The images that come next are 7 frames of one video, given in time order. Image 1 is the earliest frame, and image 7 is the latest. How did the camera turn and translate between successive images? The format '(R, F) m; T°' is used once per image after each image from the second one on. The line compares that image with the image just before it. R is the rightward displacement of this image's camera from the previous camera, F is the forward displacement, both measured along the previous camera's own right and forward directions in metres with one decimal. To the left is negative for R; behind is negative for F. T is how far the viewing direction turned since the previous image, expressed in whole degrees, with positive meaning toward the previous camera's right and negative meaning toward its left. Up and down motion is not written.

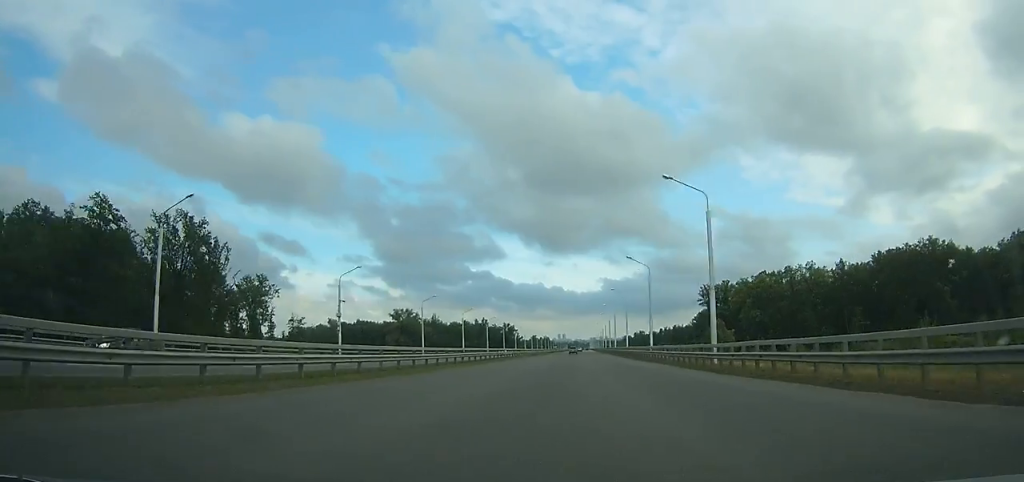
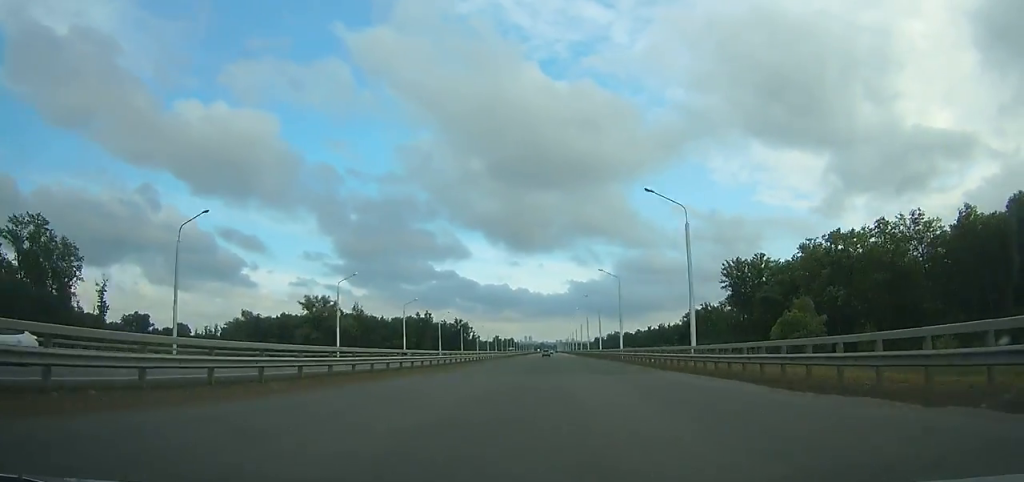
(+1.9, +65.6) m; +2°
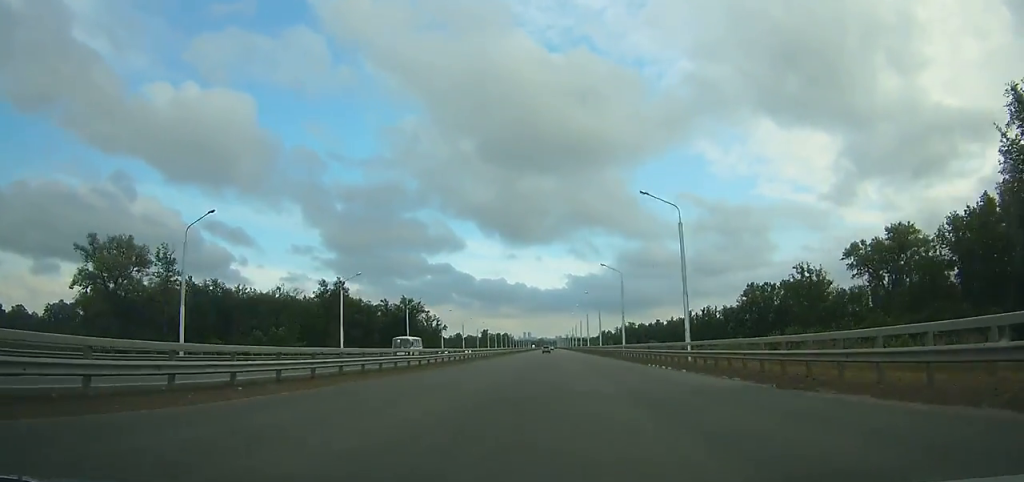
(+1.8, +104.0) m; +1°
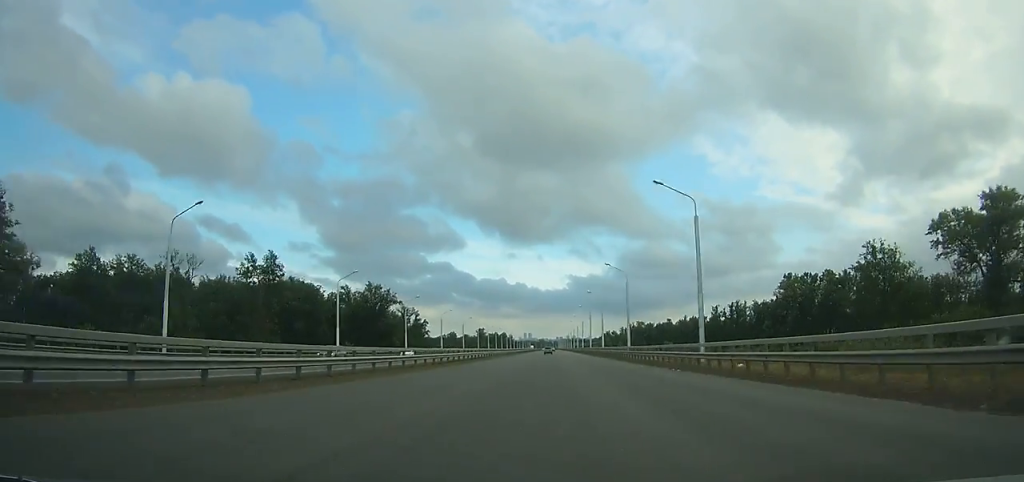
(0.0, +37.7) m; 0°
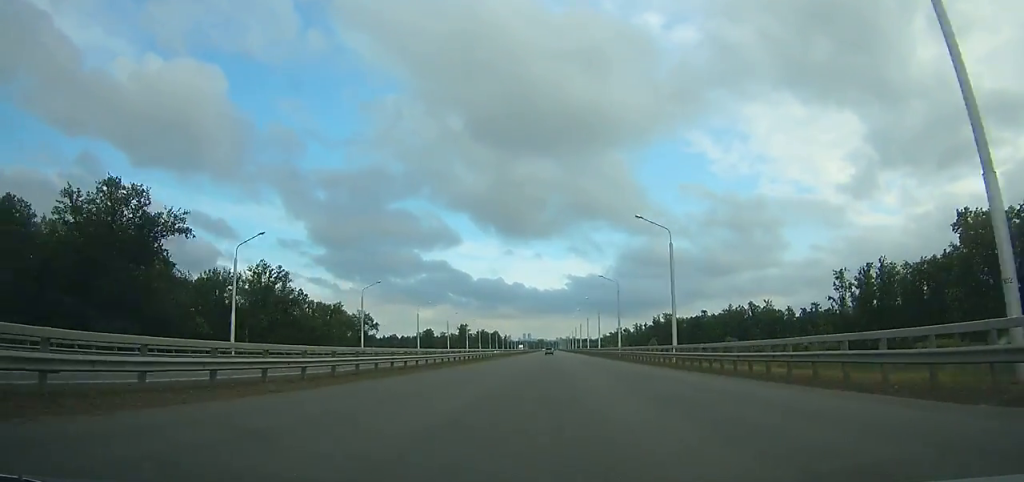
(-0.3, +94.9) m; 0°
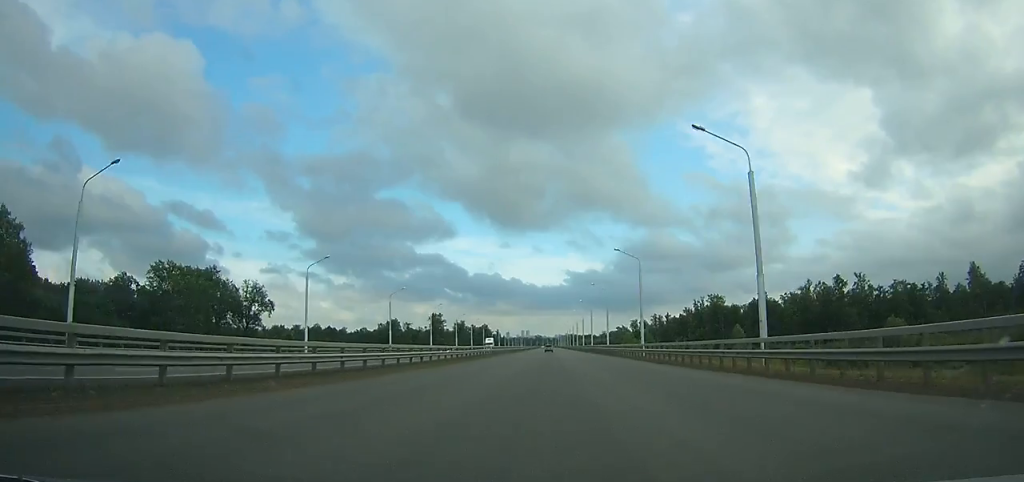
(-0.1, +89.1) m; 0°
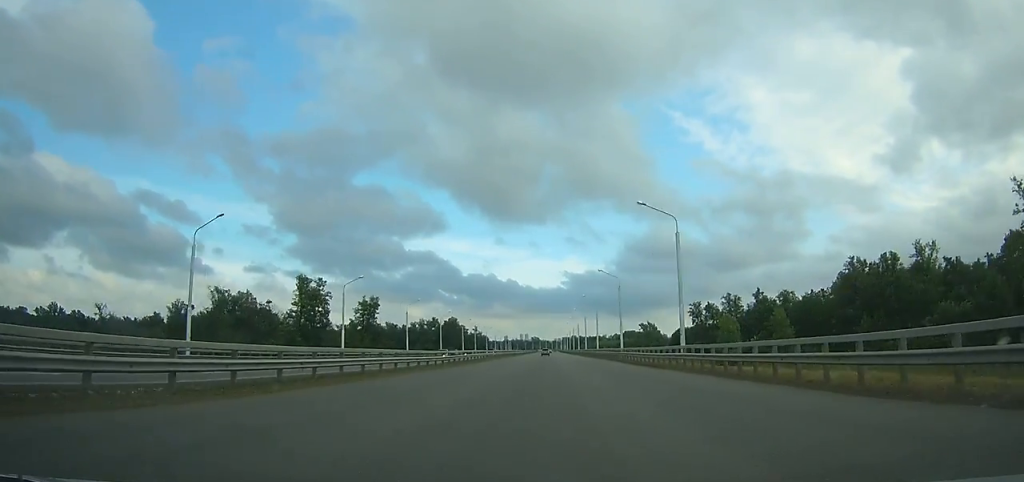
(+0.1, +161.2) m; 0°
